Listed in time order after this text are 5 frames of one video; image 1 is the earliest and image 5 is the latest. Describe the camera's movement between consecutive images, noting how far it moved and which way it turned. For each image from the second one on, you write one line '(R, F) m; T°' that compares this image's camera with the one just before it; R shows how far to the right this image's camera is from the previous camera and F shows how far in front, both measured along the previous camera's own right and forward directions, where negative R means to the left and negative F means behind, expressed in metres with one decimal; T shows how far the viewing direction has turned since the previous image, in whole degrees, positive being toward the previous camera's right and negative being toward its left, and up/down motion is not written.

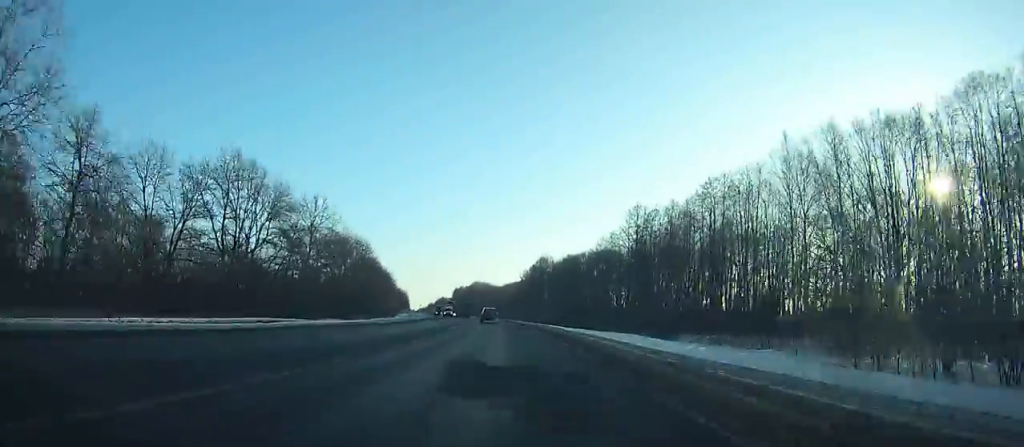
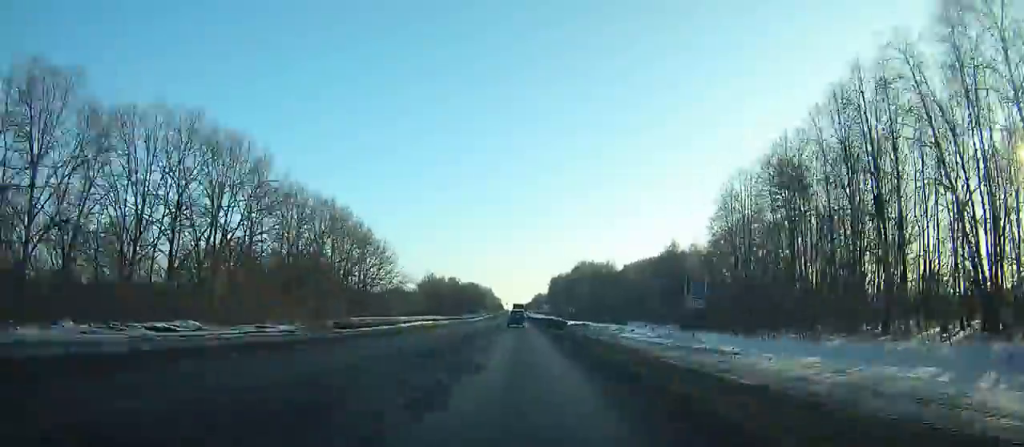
(-12.0, +142.6) m; -8°
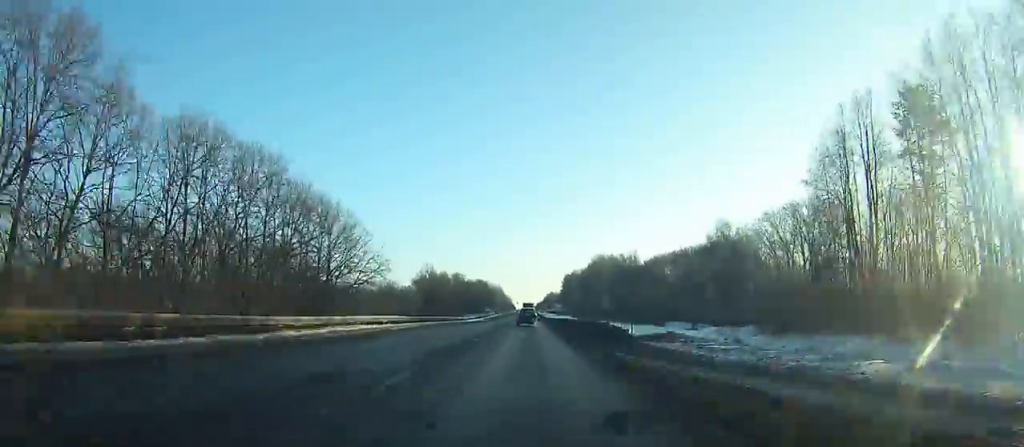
(-0.2, +25.2) m; -1°
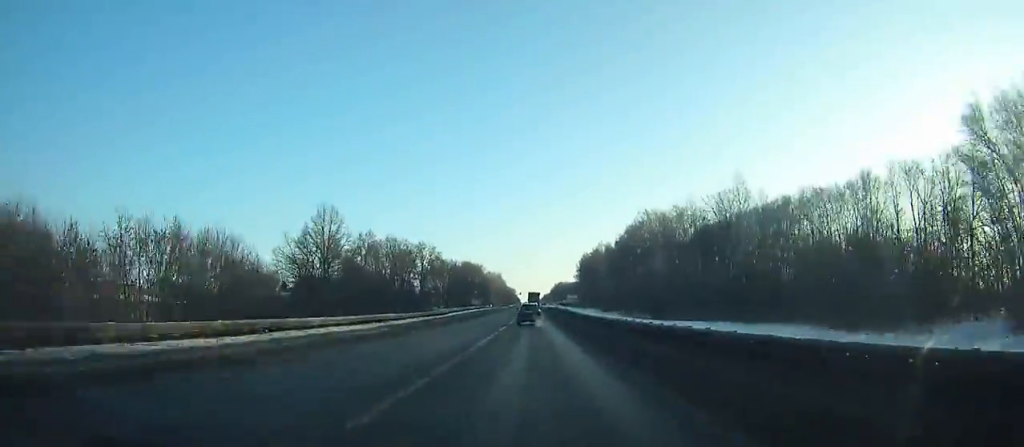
(-0.8, +85.5) m; -1°
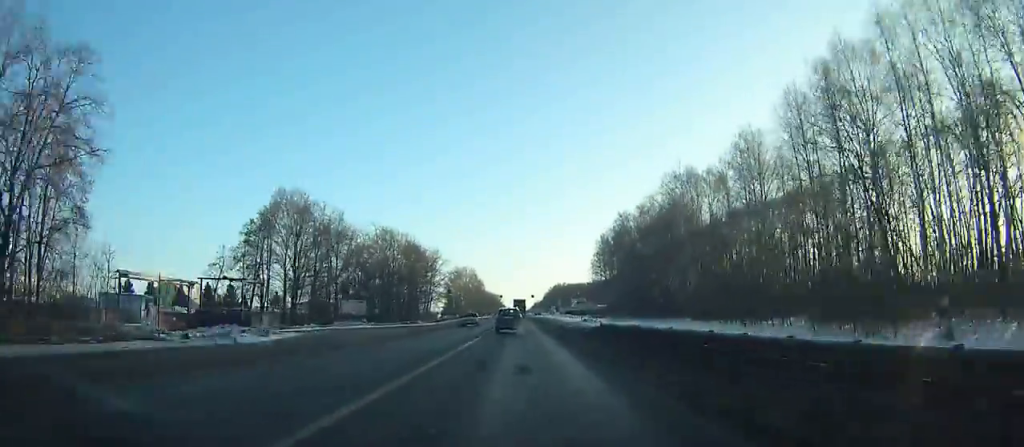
(+0.2, +122.9) m; 0°
